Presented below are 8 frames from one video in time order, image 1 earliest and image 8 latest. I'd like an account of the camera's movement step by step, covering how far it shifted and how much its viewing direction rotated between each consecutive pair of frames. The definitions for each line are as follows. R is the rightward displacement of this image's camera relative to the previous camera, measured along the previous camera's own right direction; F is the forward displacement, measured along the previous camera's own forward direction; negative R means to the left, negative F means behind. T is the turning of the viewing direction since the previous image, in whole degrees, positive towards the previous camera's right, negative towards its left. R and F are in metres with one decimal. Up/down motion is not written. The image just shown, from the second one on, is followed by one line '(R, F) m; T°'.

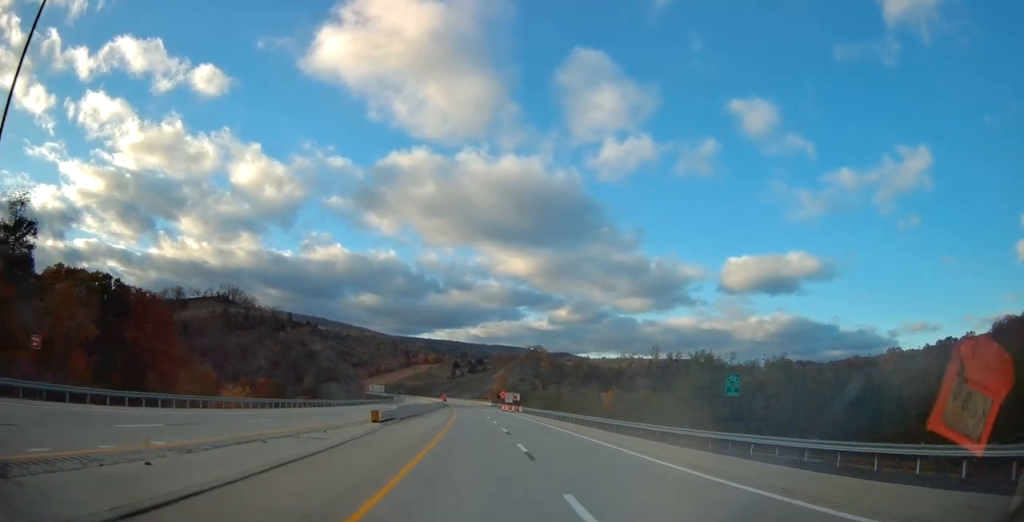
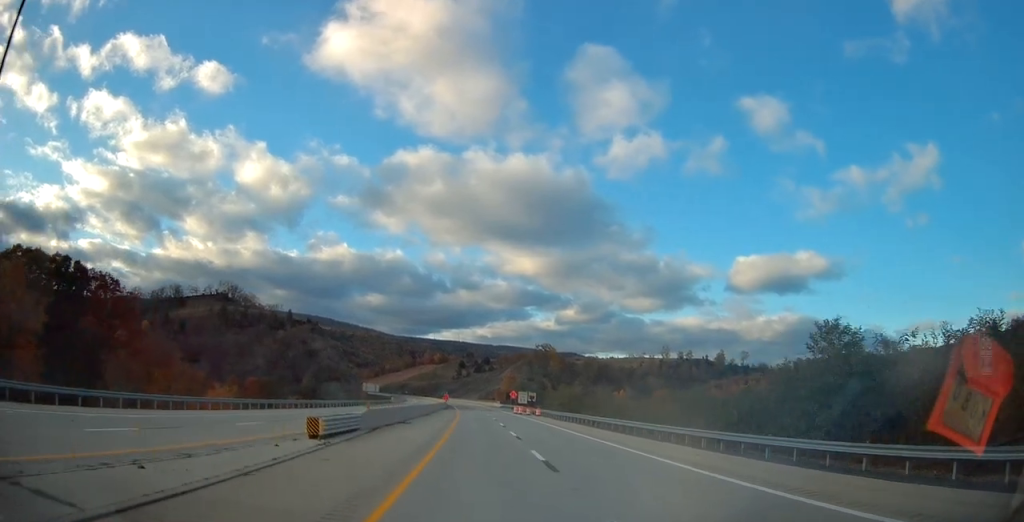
(-0.1, +15.5) m; 0°
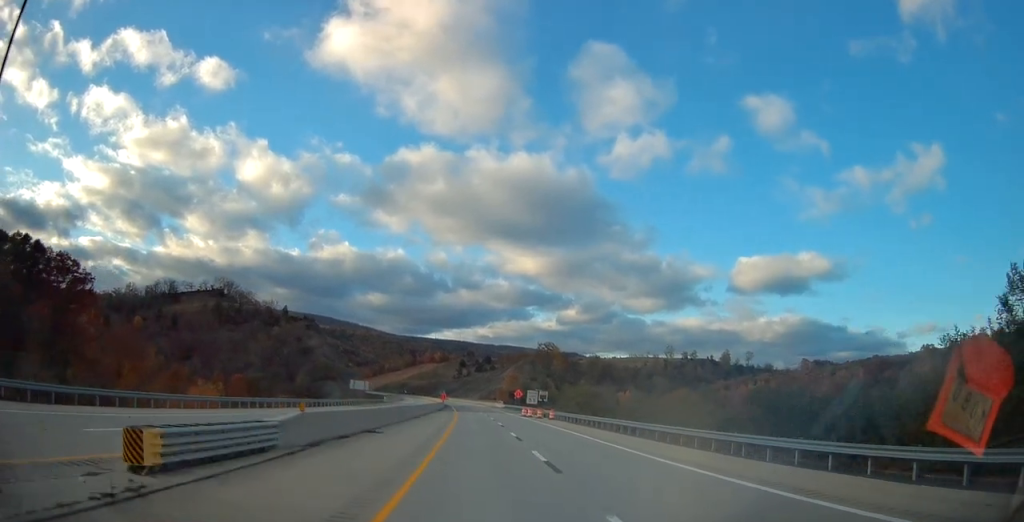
(-0.1, +12.2) m; 0°
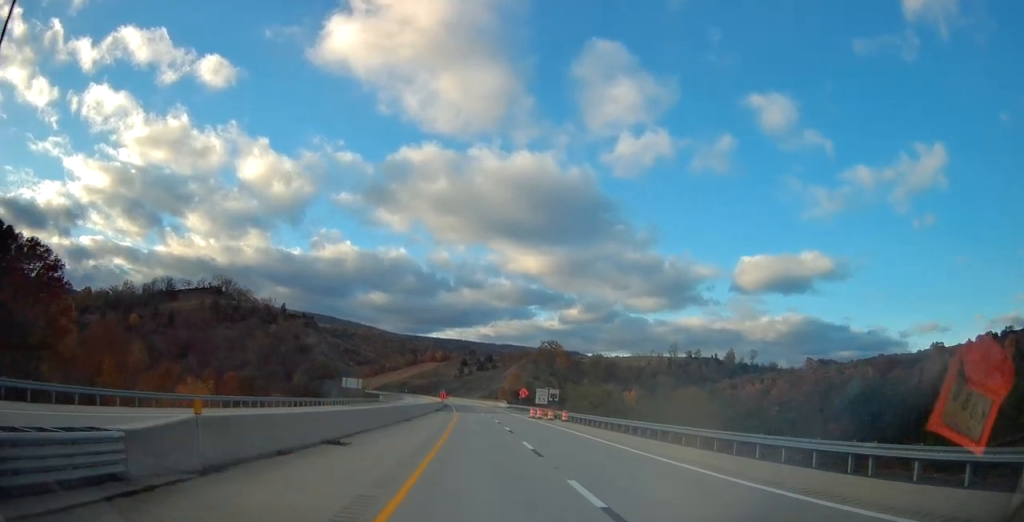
(+0.1, +7.9) m; 0°
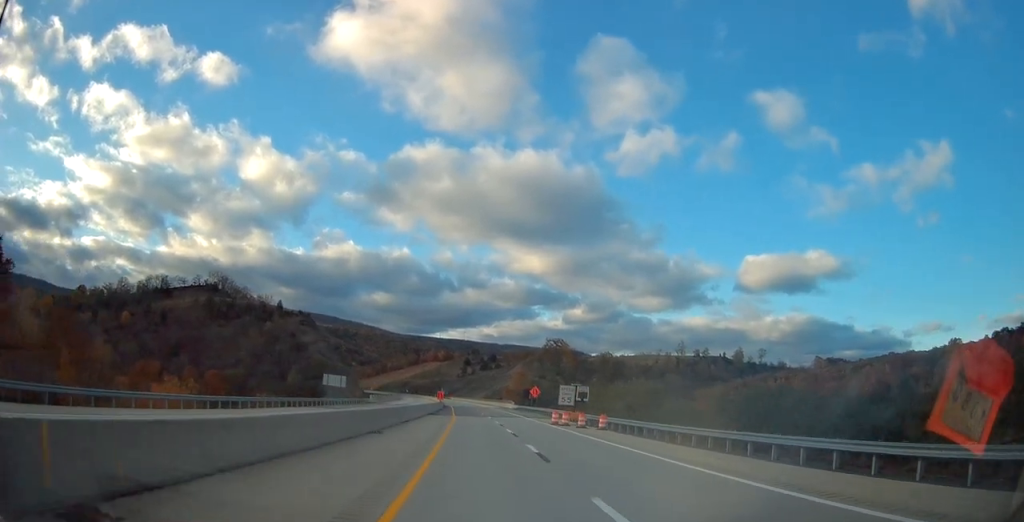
(0.0, +14.4) m; 0°
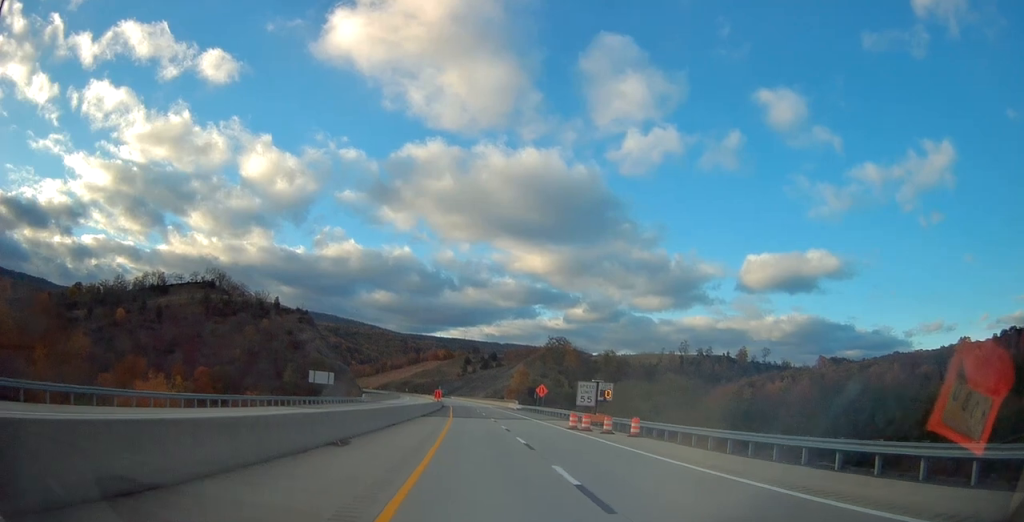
(0.0, +7.7) m; 0°
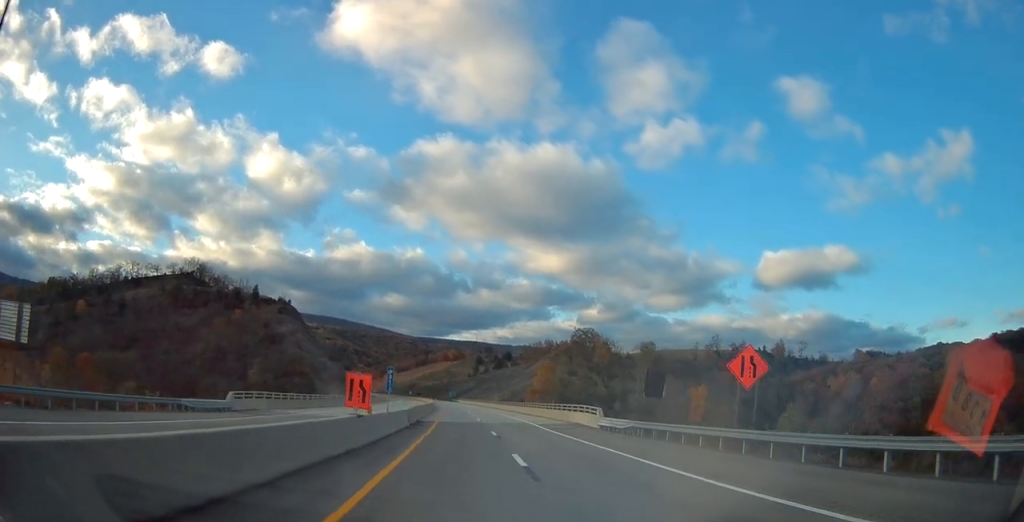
(-0.3, +58.5) m; -1°
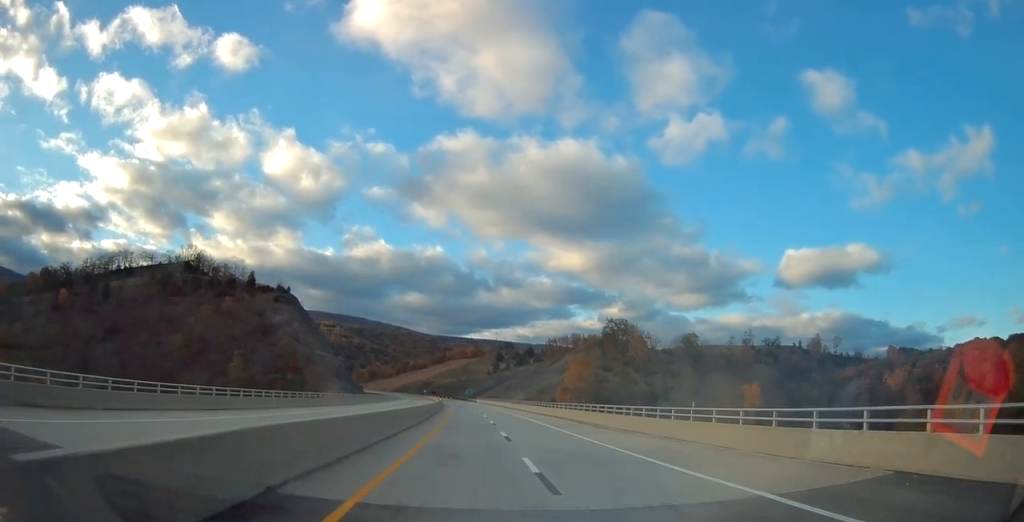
(-0.6, +34.5) m; -2°
